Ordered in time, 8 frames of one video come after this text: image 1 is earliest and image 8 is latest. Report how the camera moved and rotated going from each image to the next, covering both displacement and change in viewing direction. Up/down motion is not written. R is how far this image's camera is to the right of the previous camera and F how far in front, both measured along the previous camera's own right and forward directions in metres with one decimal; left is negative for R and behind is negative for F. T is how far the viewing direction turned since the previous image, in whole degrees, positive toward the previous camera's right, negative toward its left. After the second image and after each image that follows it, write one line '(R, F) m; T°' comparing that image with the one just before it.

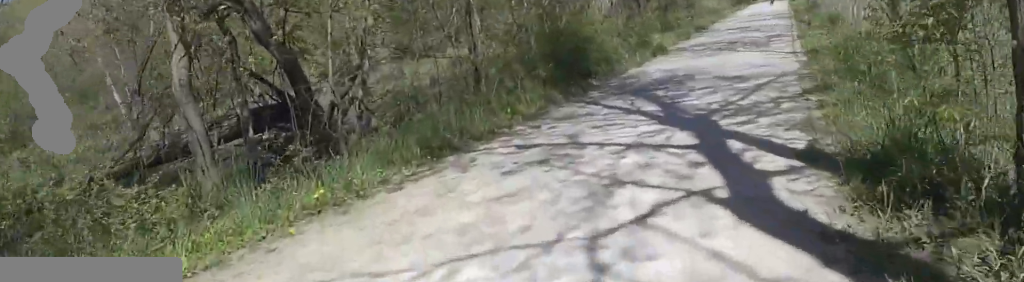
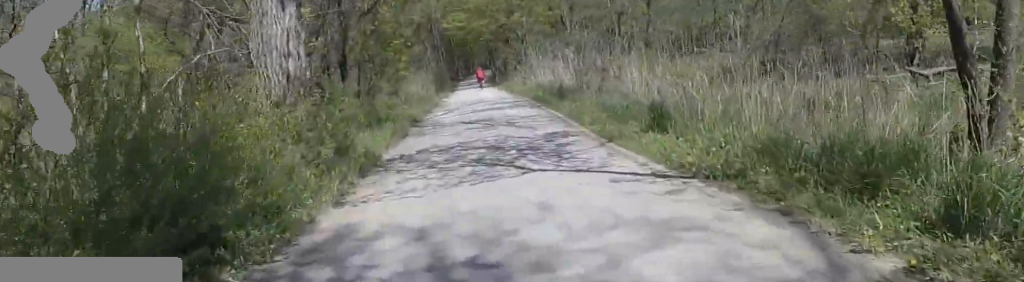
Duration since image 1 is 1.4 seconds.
(+2.9, +6.5) m; +22°
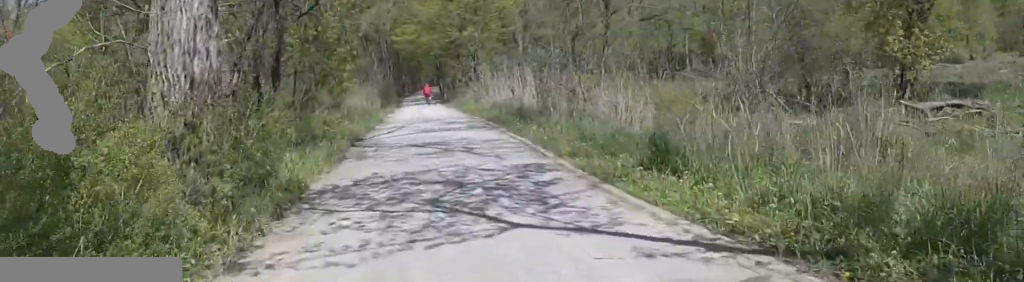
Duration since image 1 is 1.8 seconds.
(+0.3, +2.2) m; -4°
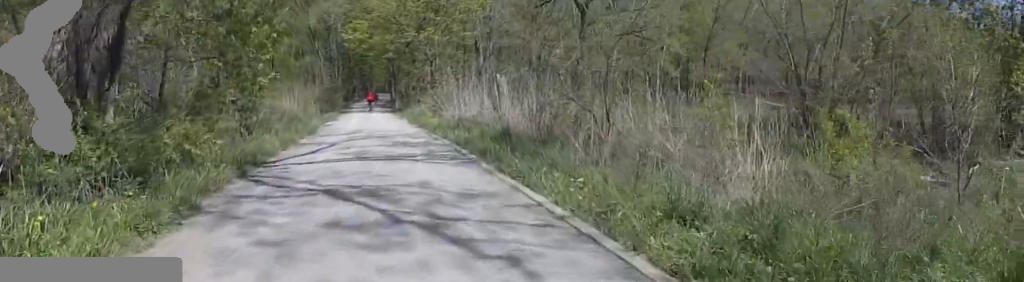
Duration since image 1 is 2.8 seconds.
(-1.0, +6.2) m; -8°
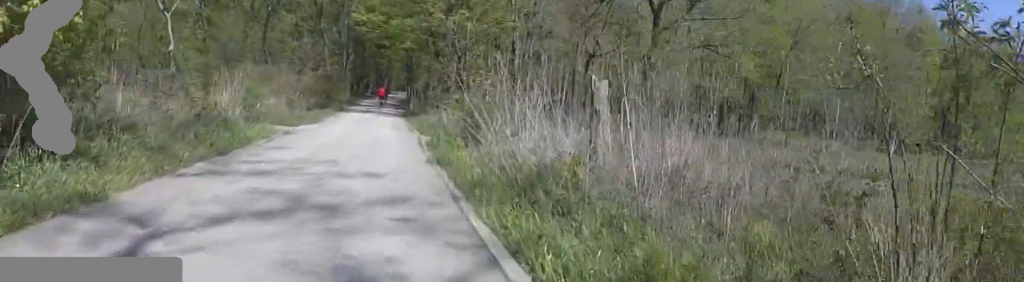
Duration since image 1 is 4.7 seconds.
(+1.7, +11.6) m; +17°
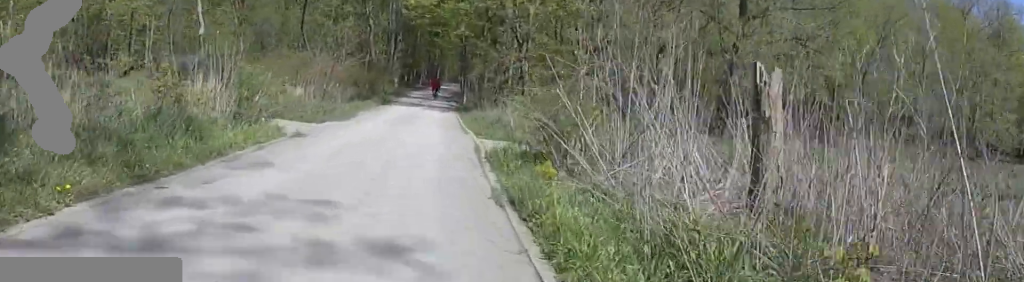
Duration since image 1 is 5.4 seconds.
(+0.3, +4.8) m; -1°
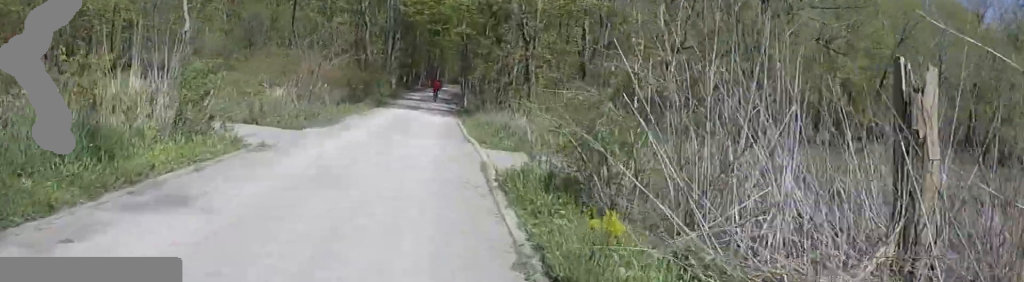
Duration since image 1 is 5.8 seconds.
(+0.3, +2.7) m; -5°
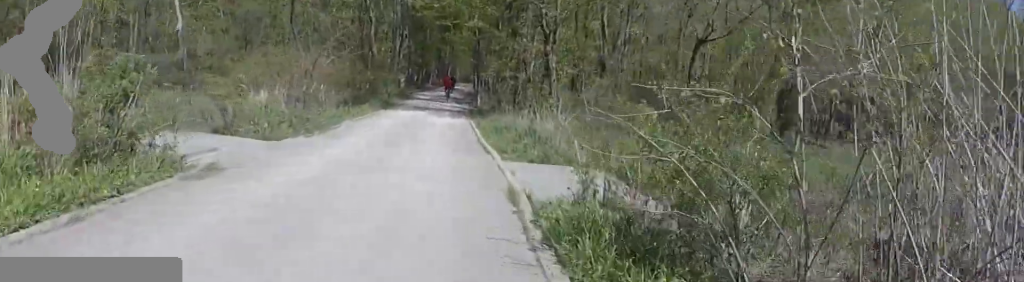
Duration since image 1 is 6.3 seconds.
(-0.2, +2.8) m; -3°
